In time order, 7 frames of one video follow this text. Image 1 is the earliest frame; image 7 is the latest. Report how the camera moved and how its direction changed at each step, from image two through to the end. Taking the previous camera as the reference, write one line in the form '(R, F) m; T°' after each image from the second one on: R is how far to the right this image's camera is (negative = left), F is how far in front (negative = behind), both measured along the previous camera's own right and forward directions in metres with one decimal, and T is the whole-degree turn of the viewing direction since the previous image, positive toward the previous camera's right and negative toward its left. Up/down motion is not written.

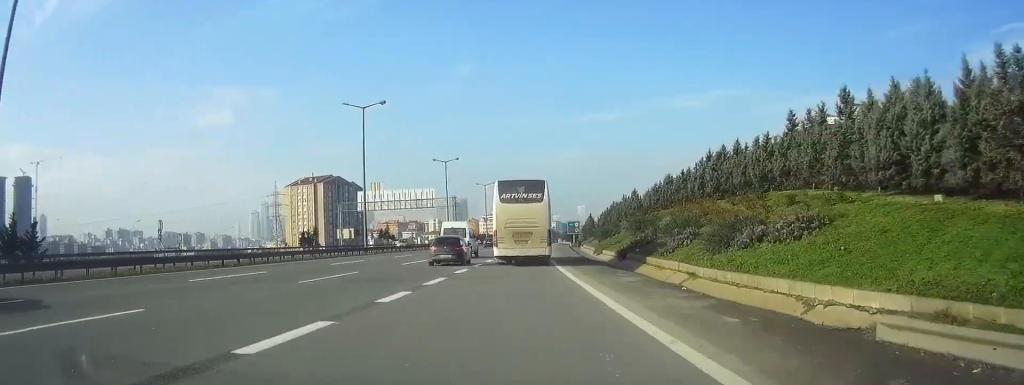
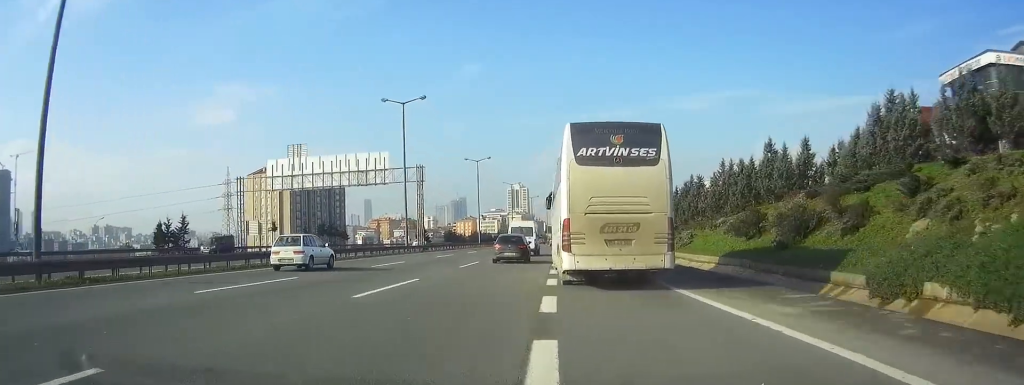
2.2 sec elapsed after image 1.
(-0.3, +52.2) m; 0°
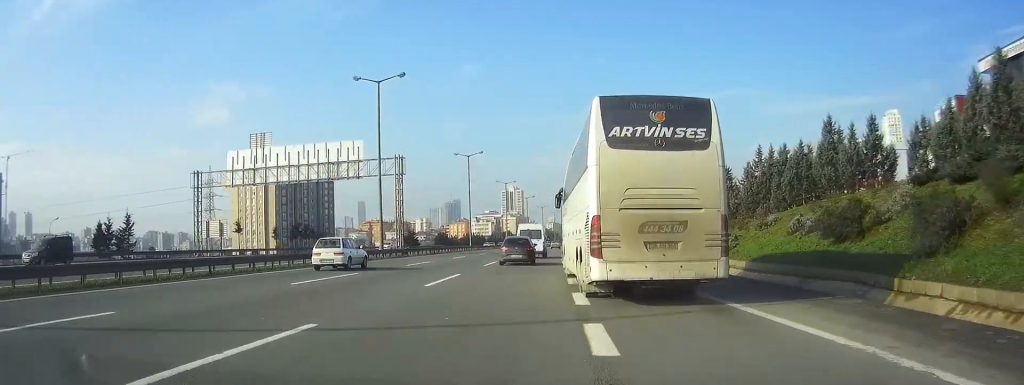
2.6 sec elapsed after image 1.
(+0.1, +10.7) m; +1°
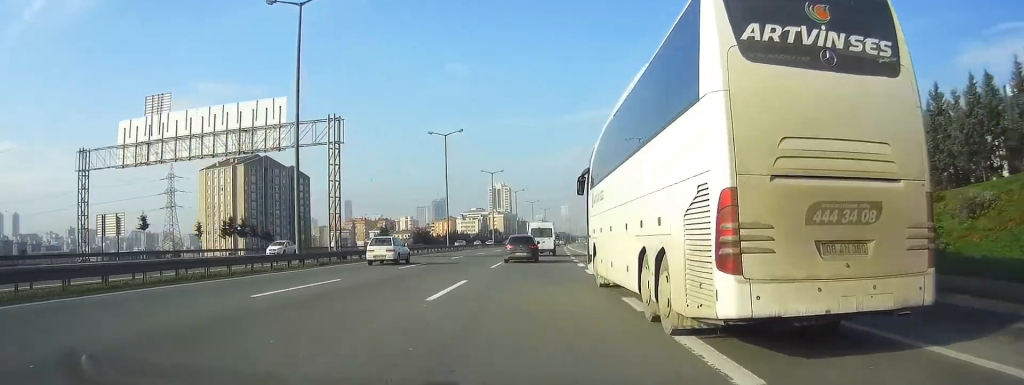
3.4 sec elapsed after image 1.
(+0.2, +20.2) m; +1°
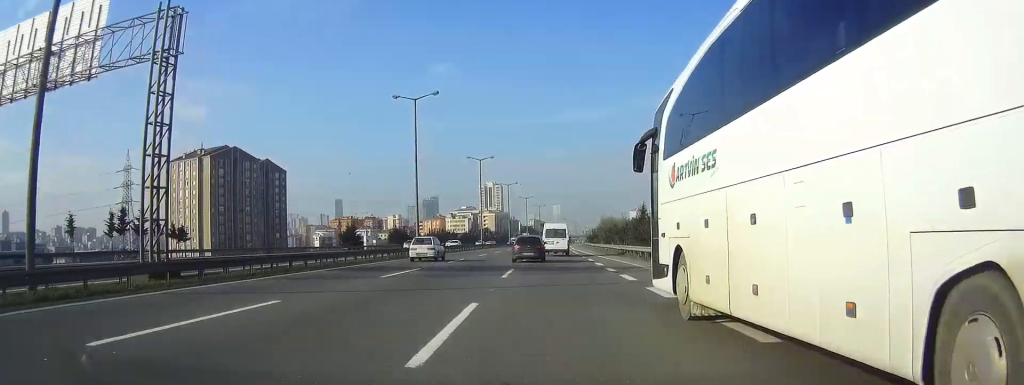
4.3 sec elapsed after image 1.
(+0.2, +22.6) m; +1°
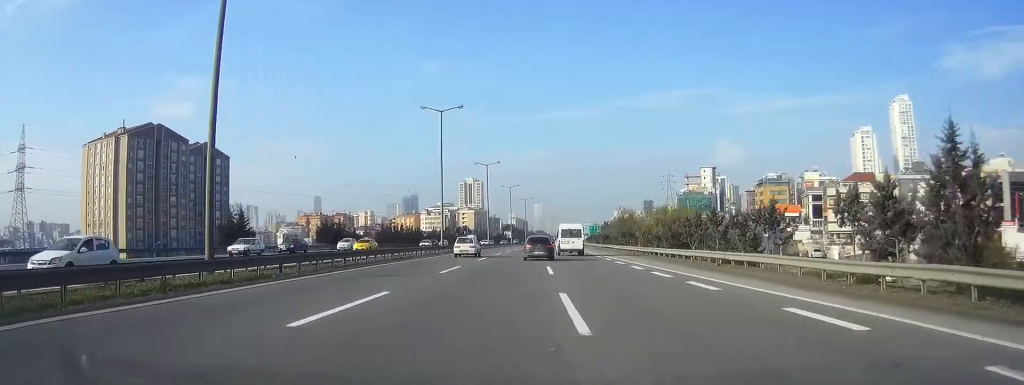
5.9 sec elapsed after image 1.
(+0.4, +43.8) m; +2°
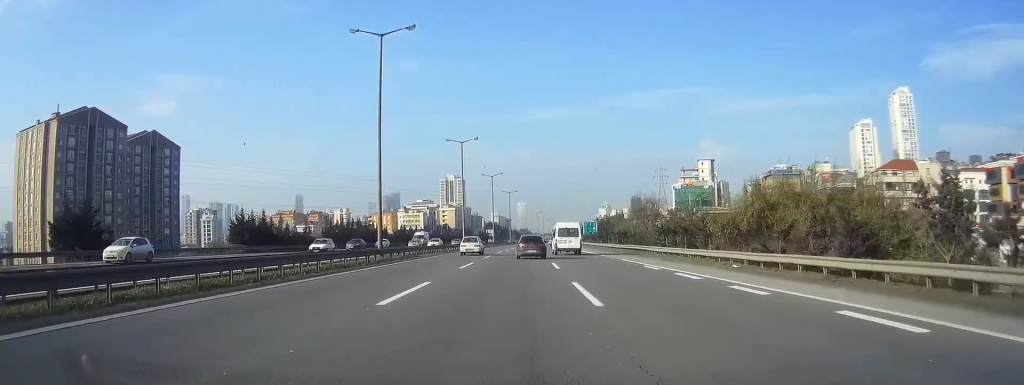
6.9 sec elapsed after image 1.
(+0.4, +27.5) m; +2°
